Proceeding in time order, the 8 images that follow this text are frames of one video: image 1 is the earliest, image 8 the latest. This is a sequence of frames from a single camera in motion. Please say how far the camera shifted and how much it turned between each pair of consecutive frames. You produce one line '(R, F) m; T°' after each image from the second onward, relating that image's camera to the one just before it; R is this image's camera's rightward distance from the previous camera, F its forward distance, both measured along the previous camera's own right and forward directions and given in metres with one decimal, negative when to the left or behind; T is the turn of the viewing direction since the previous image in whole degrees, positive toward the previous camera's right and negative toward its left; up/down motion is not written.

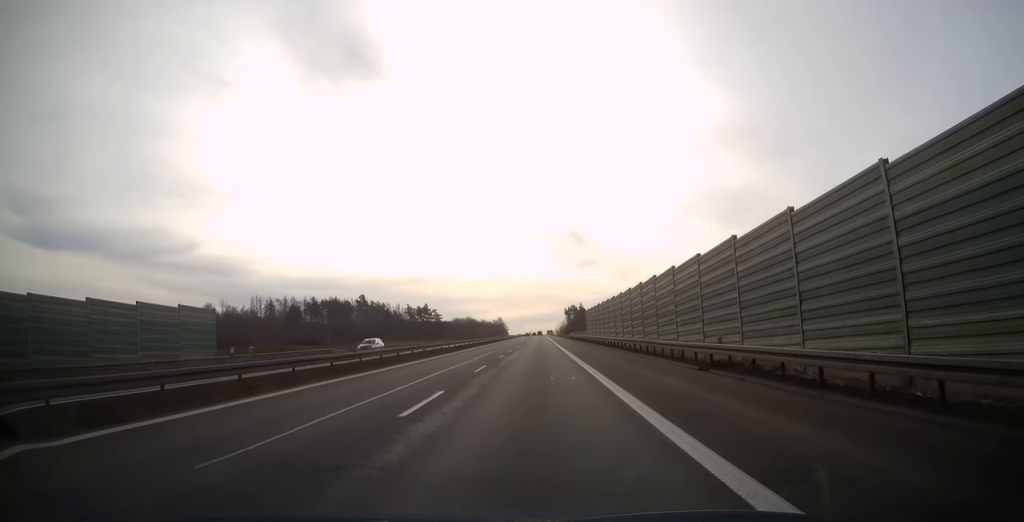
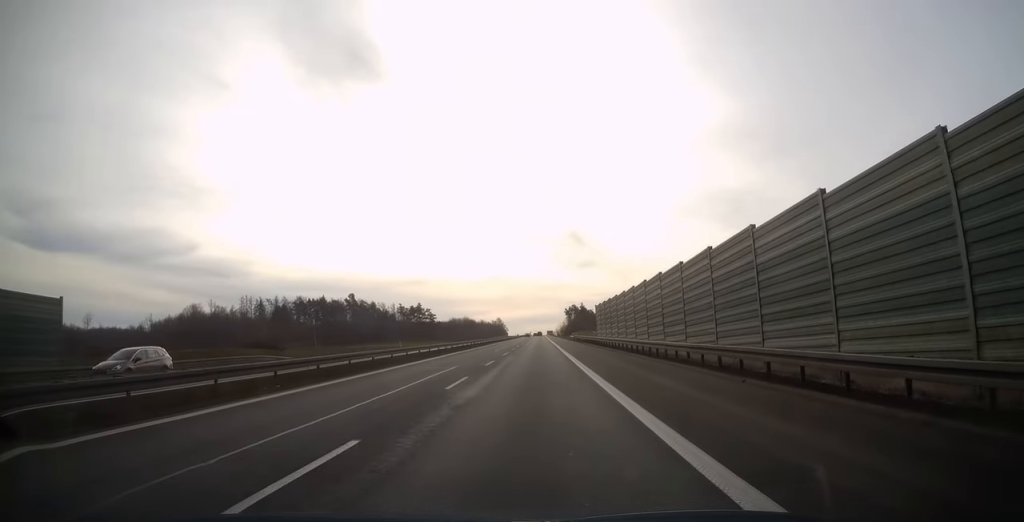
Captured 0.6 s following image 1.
(0.0, +17.2) m; 0°
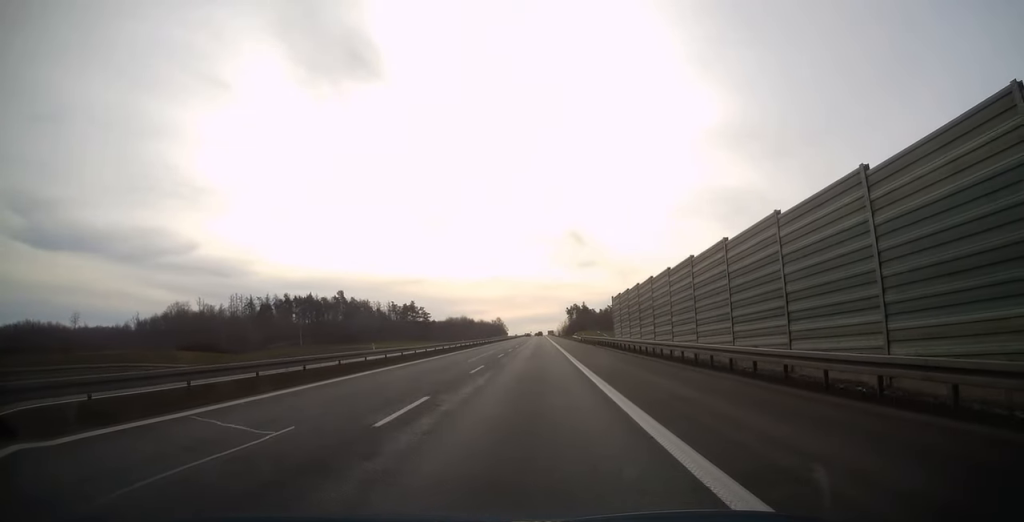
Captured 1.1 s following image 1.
(0.0, +17.2) m; 0°
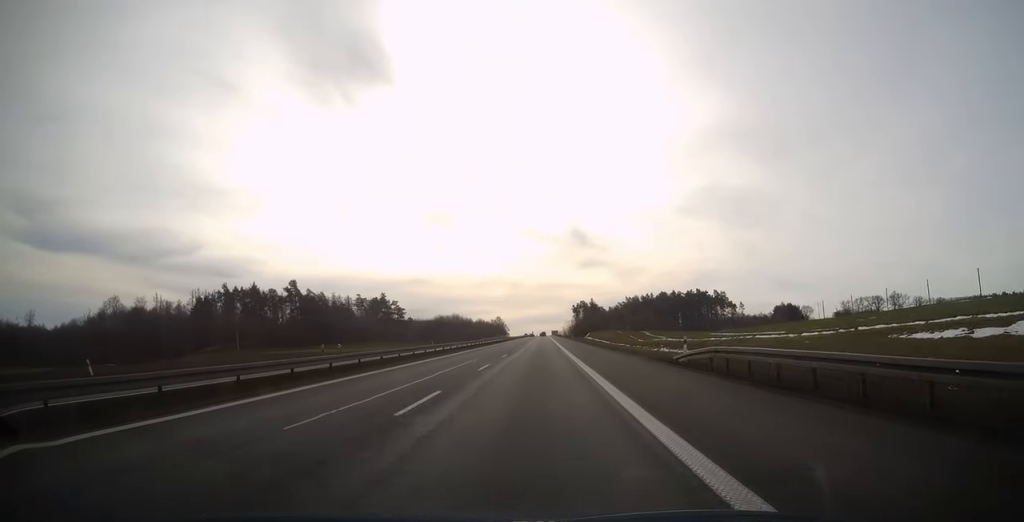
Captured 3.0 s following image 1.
(-0.2, +57.4) m; -1°
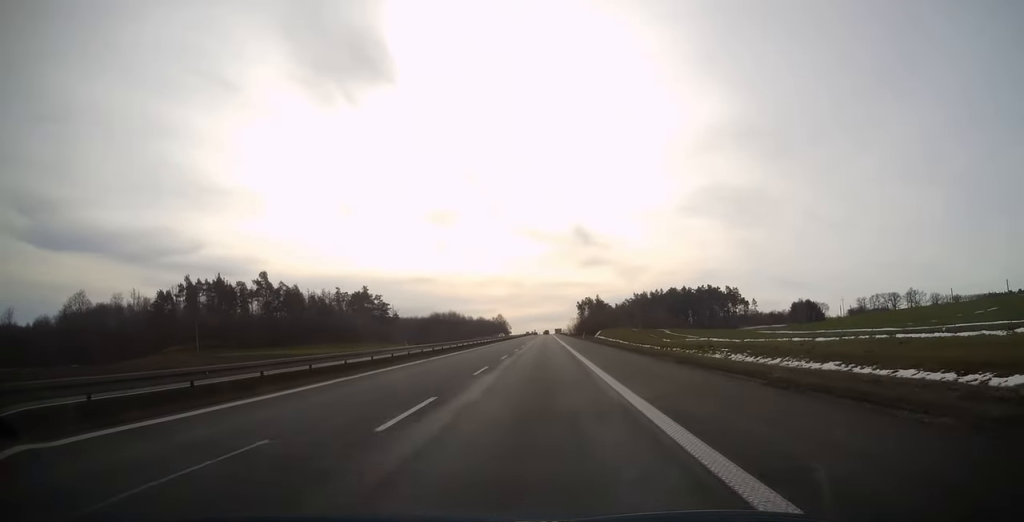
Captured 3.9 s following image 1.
(0.0, +26.9) m; 0°
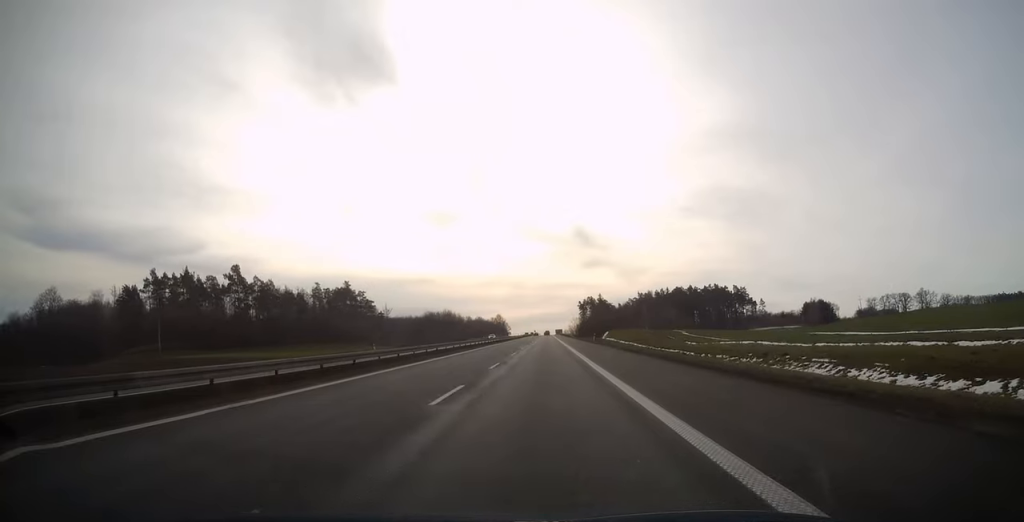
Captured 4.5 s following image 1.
(0.0, +19.3) m; 0°
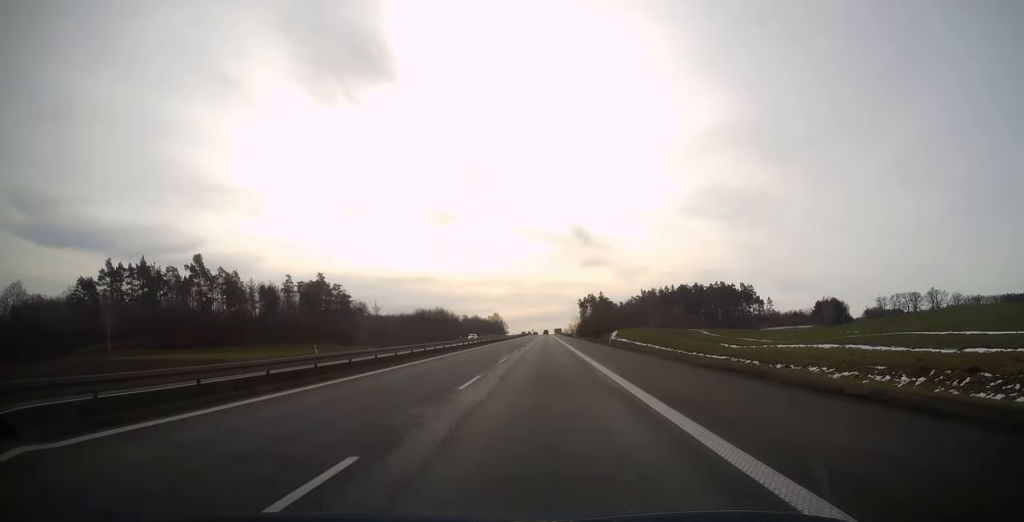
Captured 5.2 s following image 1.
(0.0, +20.8) m; 0°
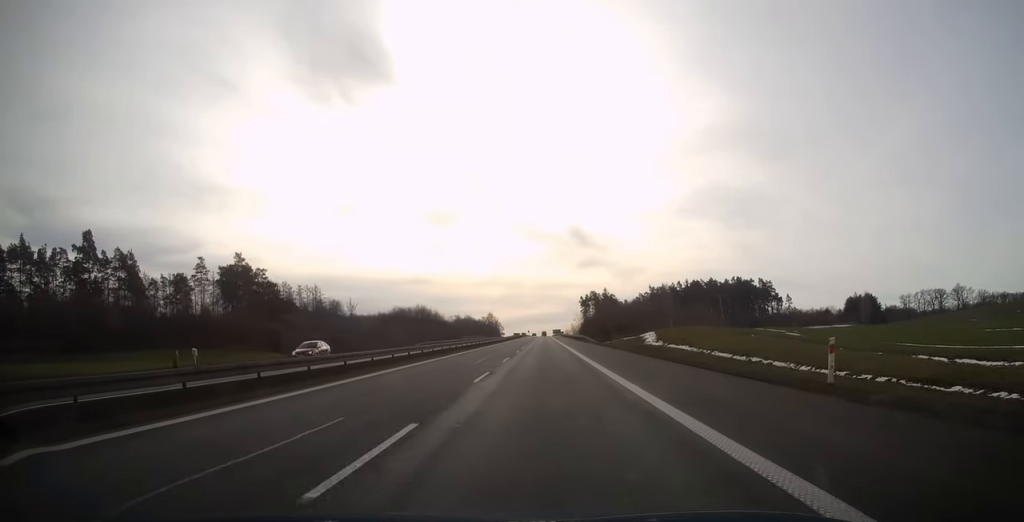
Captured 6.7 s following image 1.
(0.0, +44.6) m; 0°
